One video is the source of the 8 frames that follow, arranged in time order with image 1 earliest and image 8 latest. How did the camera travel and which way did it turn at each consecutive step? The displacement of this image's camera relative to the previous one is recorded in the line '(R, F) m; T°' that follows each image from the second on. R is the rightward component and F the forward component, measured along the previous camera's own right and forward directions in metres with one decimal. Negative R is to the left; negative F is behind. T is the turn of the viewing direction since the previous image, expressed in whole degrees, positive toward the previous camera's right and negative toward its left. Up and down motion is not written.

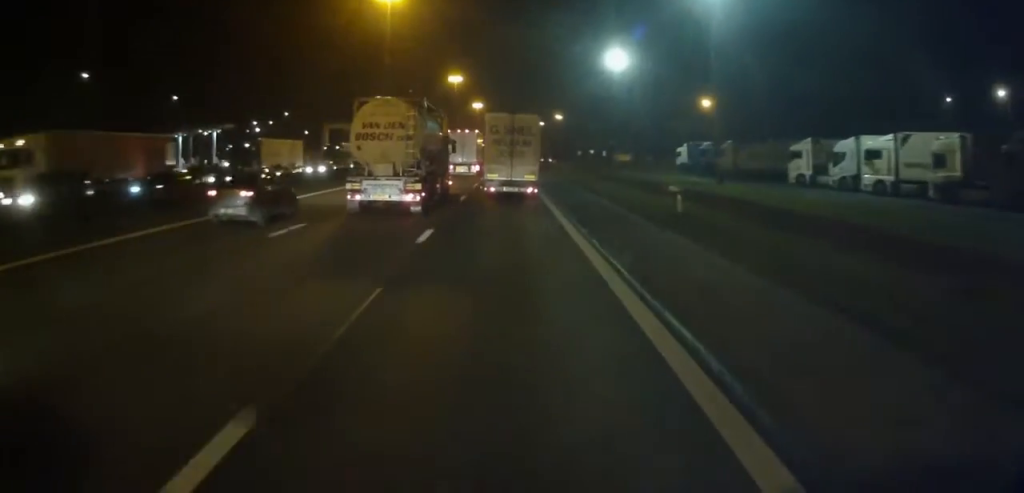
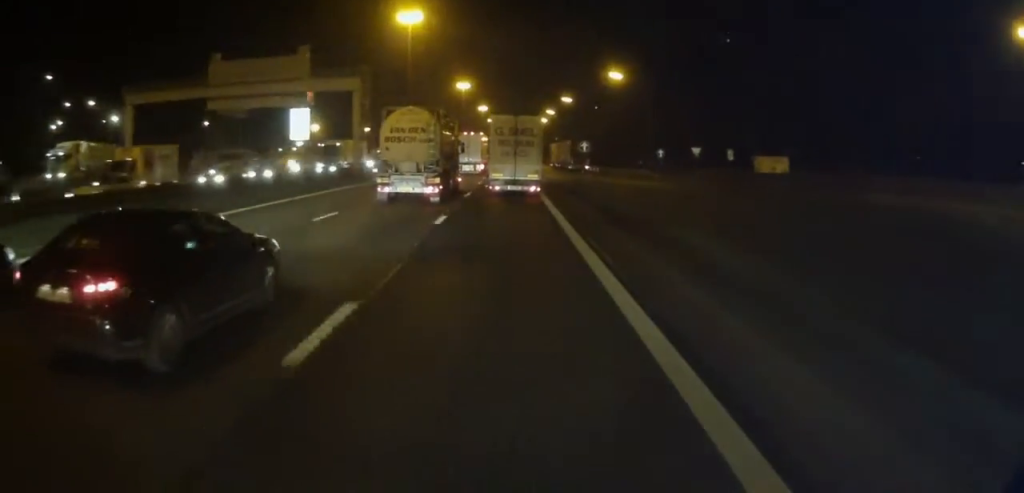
(+1.4, +71.0) m; +1°
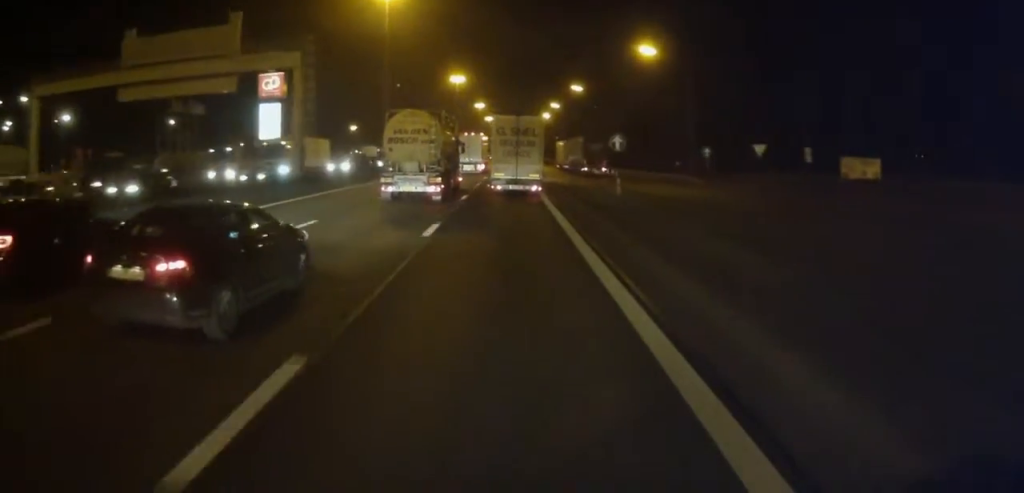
(-0.1, +14.8) m; -1°
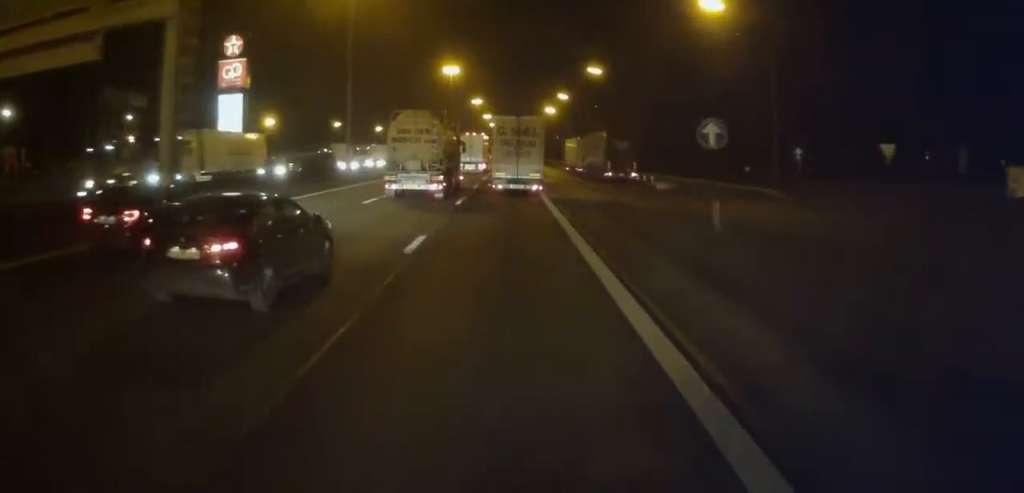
(0.0, +15.6) m; -1°
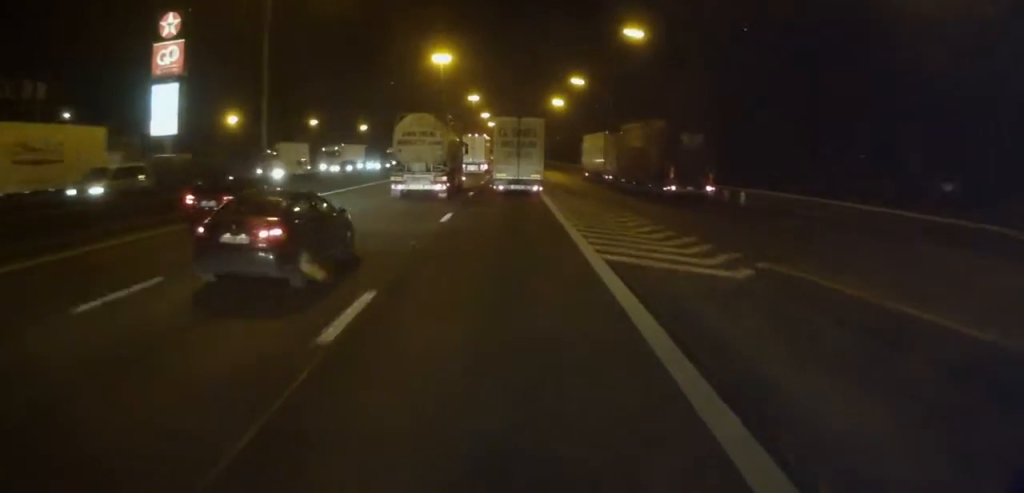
(-0.2, +18.8) m; 0°
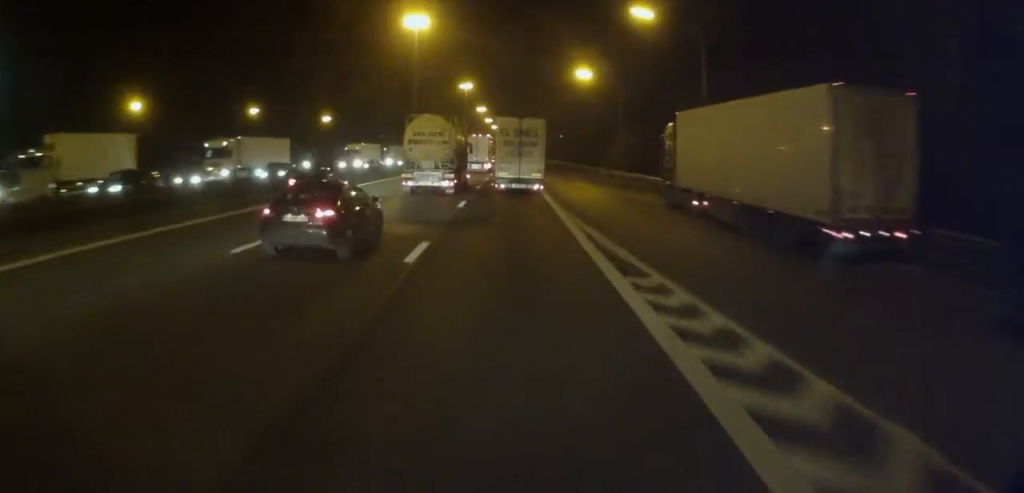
(+0.4, +32.8) m; +1°
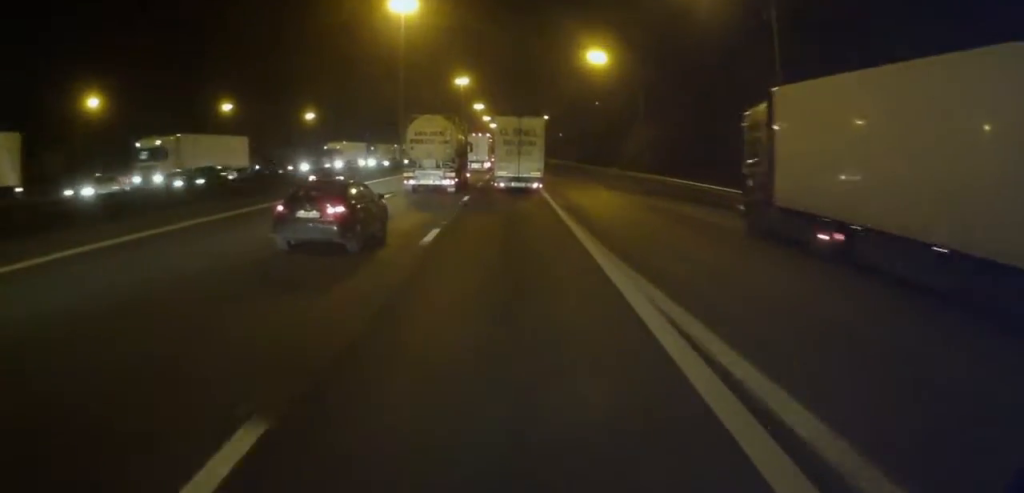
(+0.1, +10.2) m; 0°
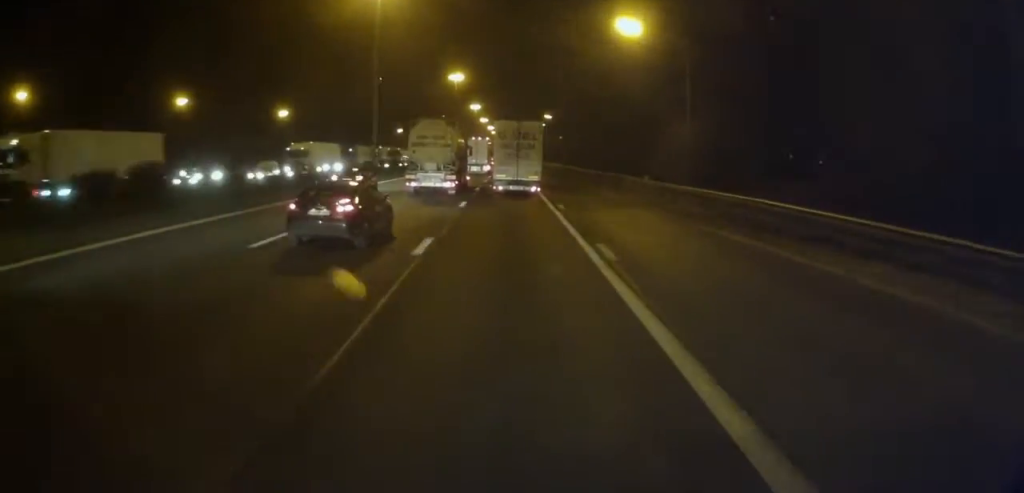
(0.0, +14.0) m; 0°
